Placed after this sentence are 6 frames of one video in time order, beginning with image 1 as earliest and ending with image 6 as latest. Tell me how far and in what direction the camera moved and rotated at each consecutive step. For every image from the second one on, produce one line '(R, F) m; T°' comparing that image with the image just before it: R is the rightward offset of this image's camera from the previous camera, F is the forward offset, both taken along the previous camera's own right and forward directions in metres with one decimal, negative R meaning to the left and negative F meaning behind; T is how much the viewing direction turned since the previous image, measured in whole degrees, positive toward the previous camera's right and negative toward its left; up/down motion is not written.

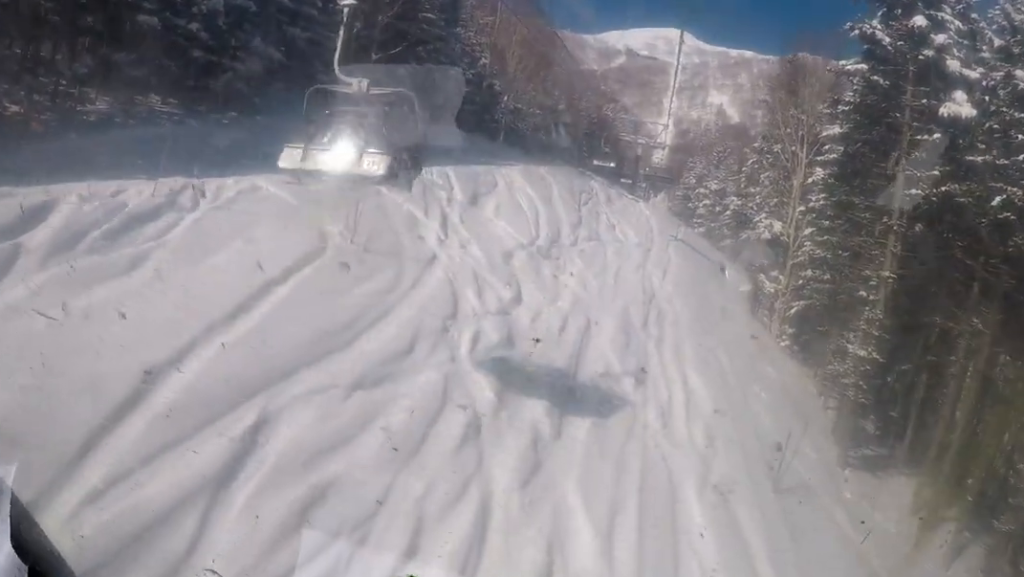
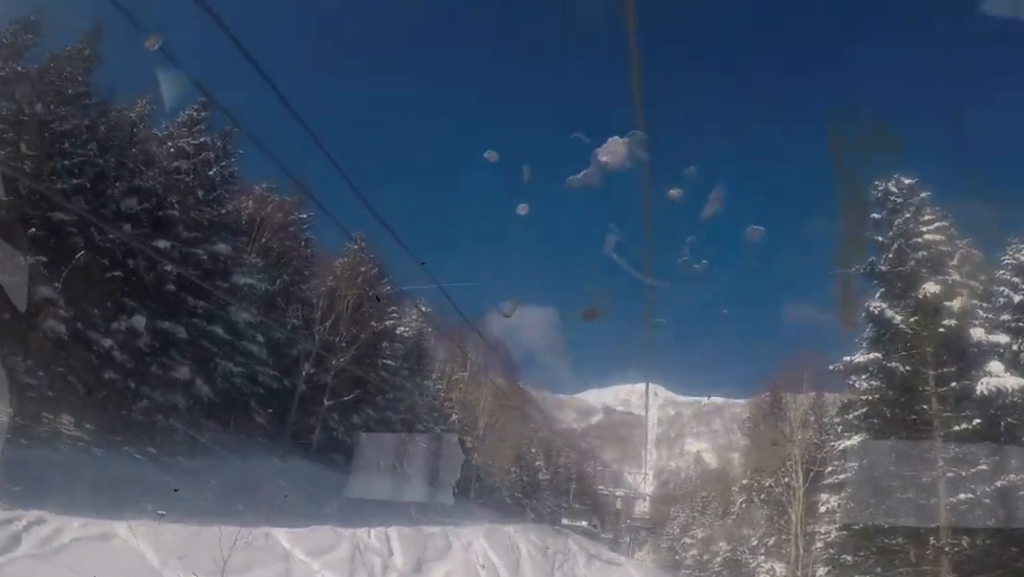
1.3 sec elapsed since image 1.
(+0.5, +5.2) m; 0°
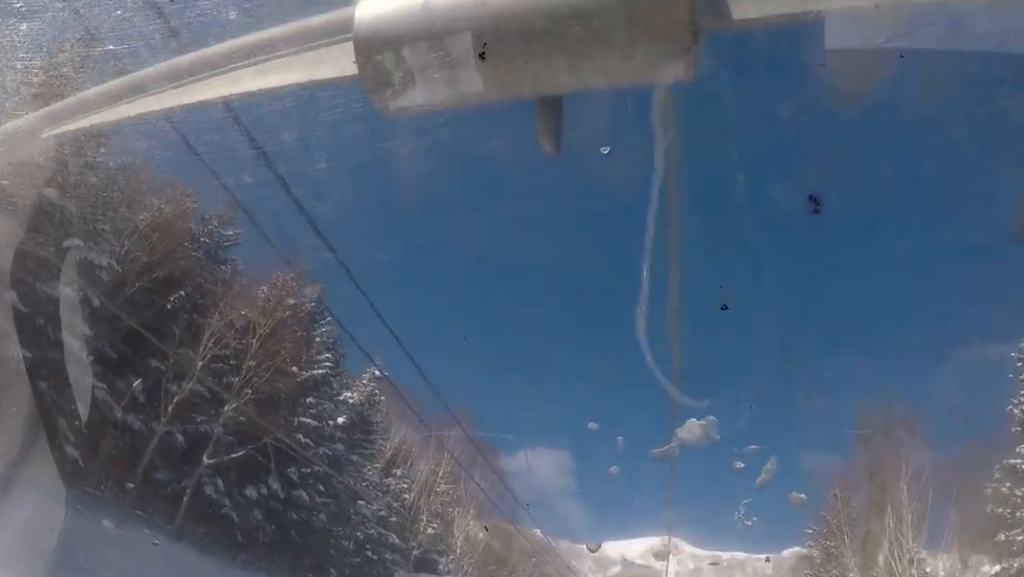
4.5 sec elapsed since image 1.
(+1.5, +12.0) m; 0°
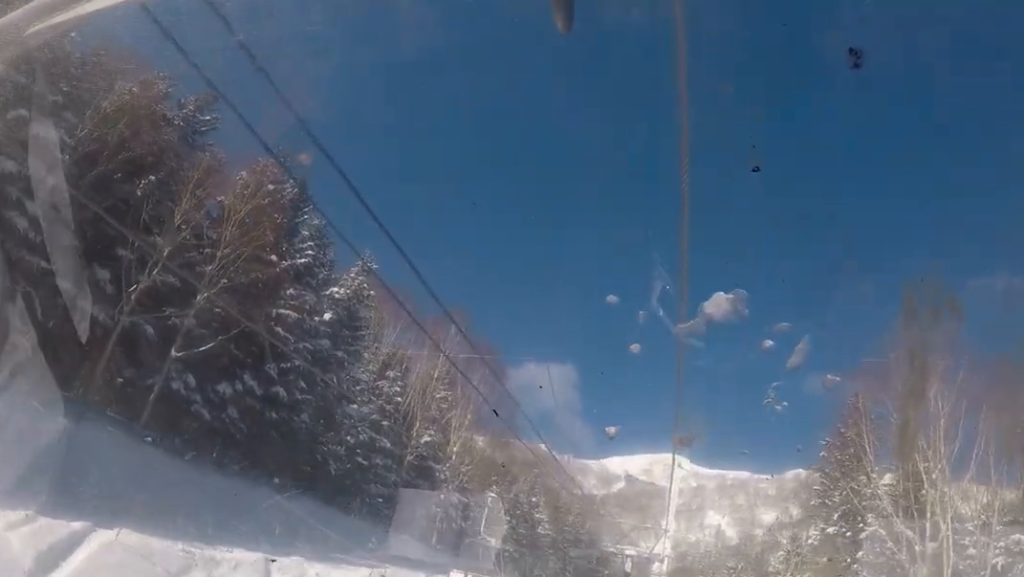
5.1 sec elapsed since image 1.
(-1.1, +2.4) m; -1°
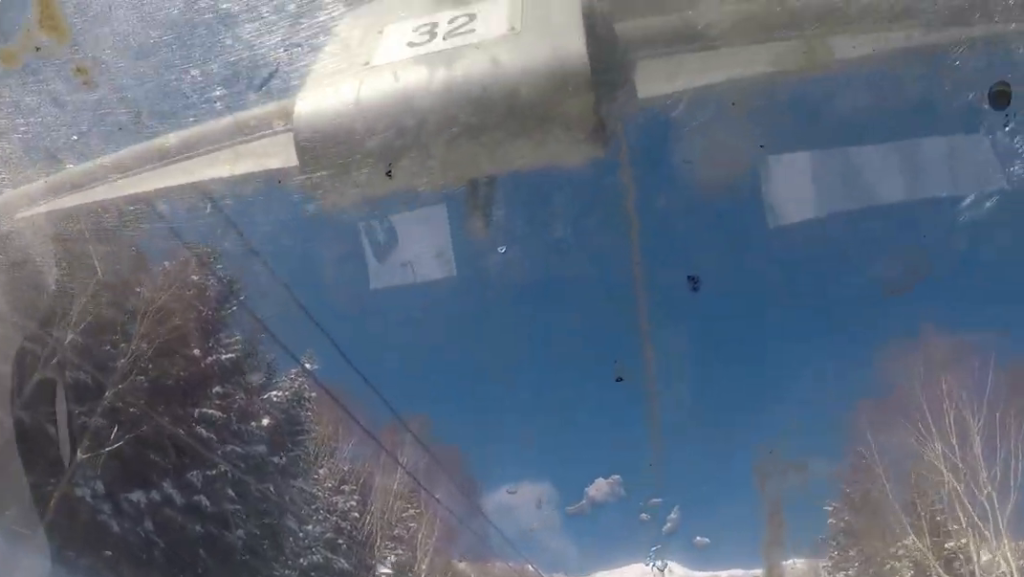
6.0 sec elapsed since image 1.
(+1.1, +3.5) m; +1°
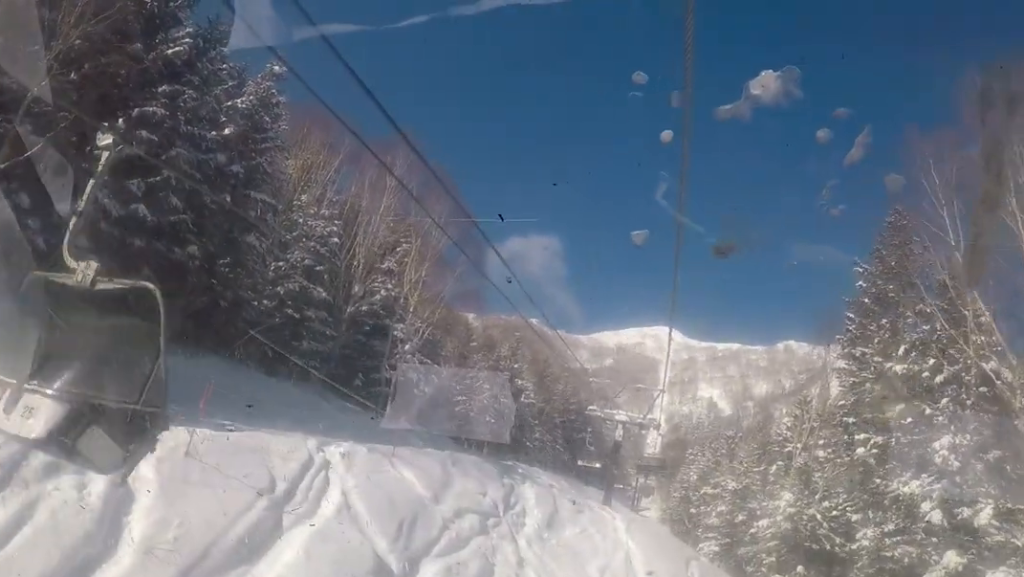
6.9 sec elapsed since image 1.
(-0.8, +4.0) m; -4°
